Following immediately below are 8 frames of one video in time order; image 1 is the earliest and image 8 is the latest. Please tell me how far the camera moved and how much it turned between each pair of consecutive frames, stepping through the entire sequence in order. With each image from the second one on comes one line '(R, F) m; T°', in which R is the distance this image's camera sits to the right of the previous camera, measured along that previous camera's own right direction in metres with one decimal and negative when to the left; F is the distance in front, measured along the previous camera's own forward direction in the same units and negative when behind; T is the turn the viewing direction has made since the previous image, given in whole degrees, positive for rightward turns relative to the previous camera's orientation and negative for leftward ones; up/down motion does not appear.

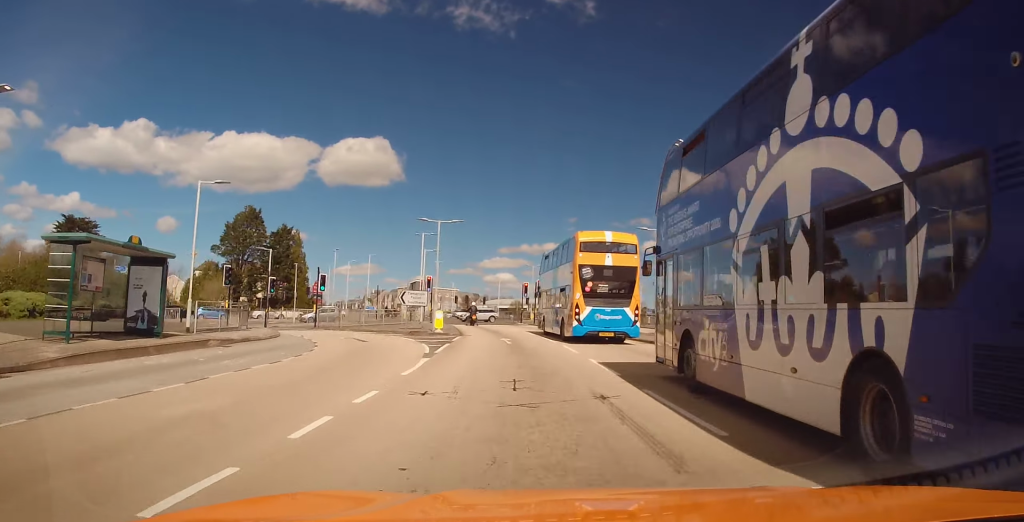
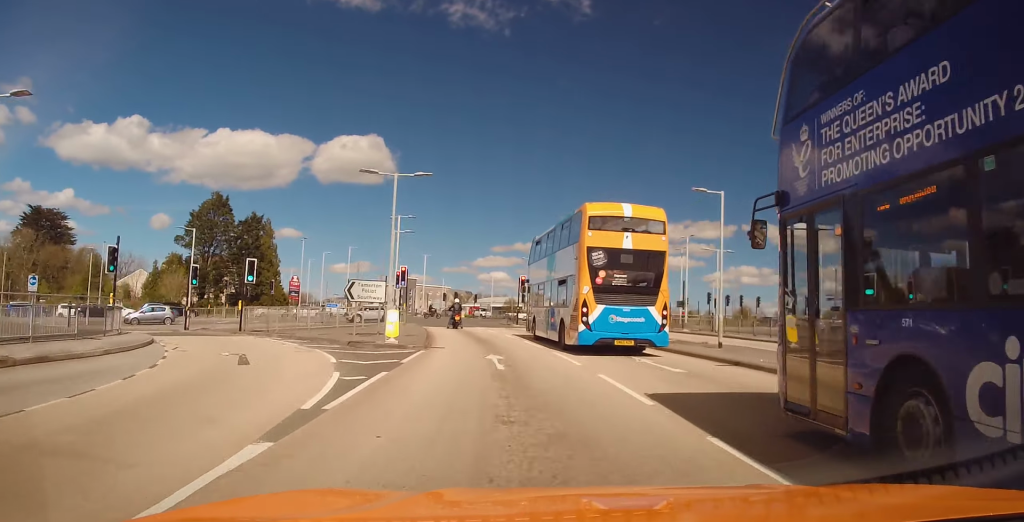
(0.0, +10.3) m; 0°
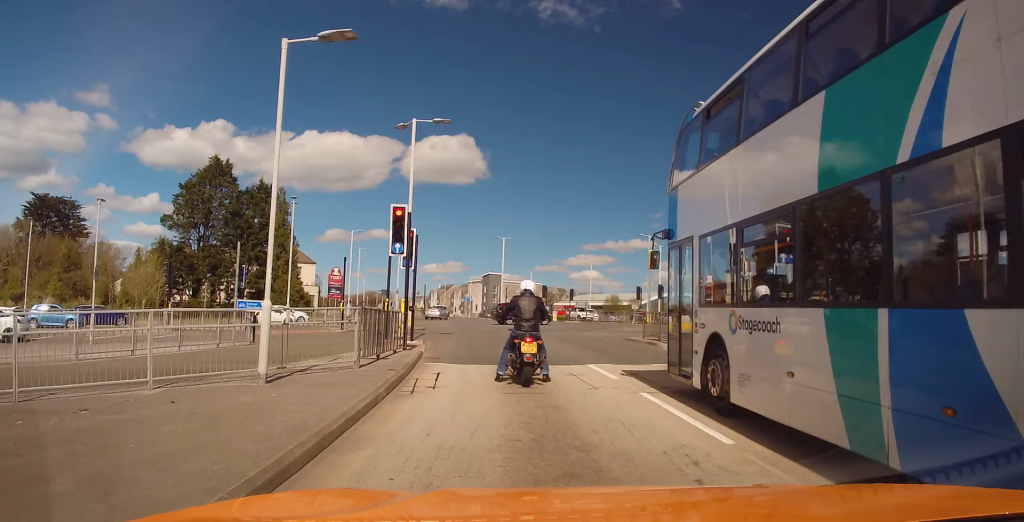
(-1.4, +26.9) m; -7°
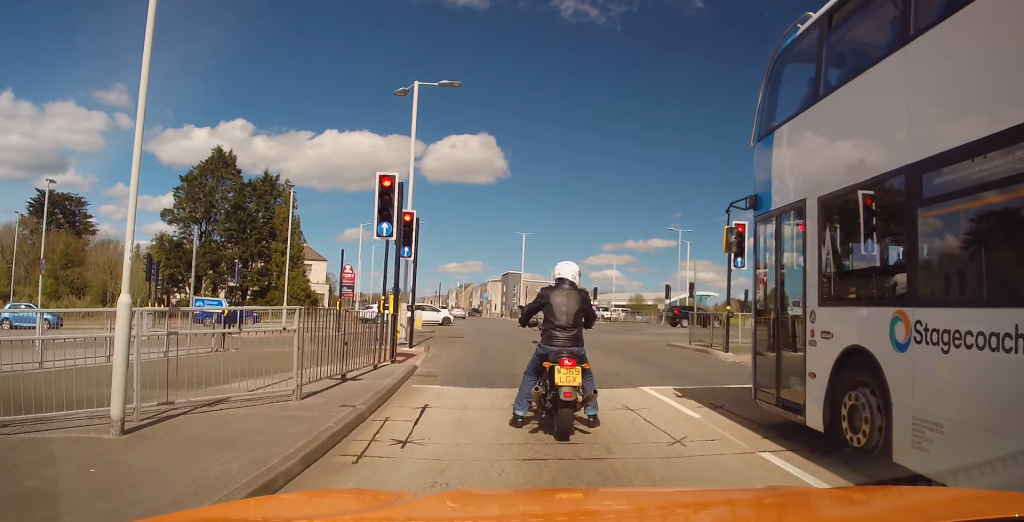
(0.0, +4.2) m; +4°
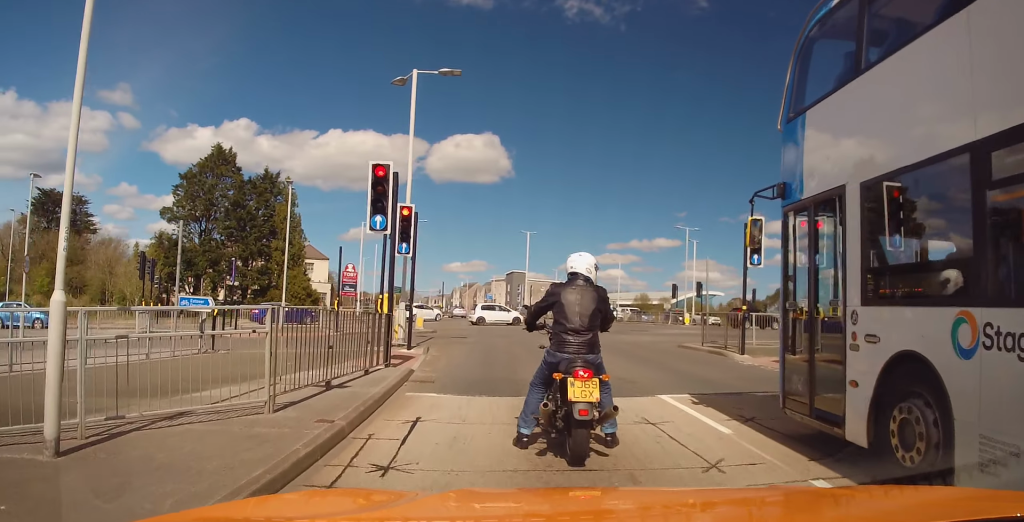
(0.0, +1.2) m; +2°
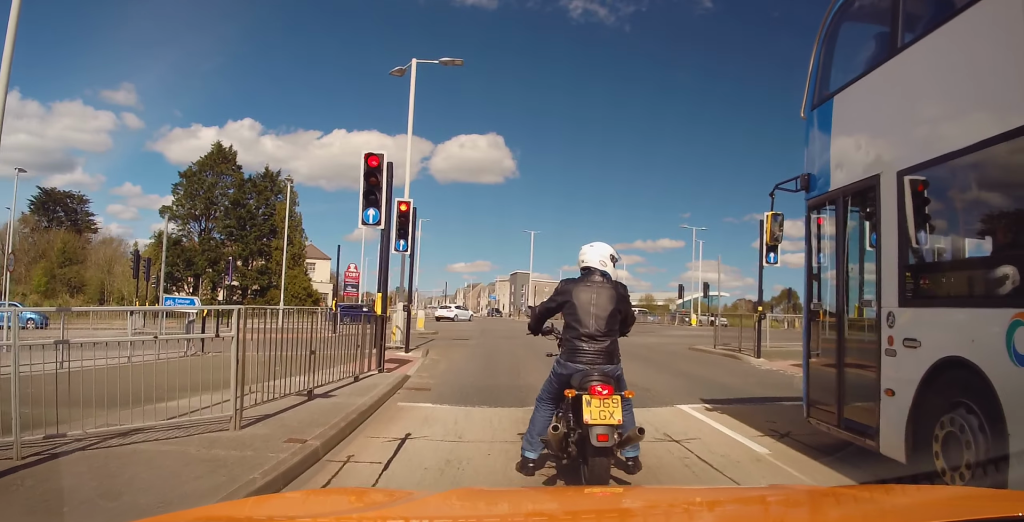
(+0.2, +1.0) m; 0°
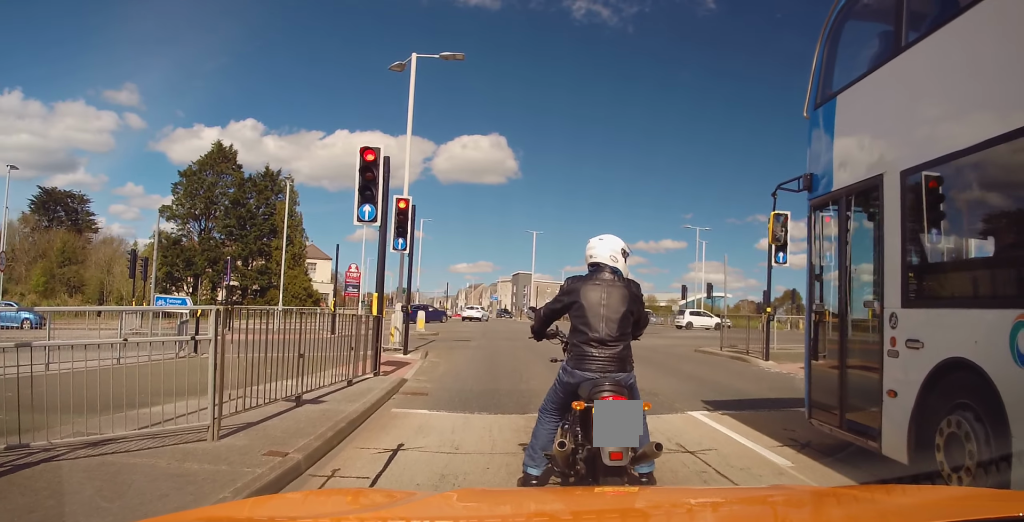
(0.0, +0.7) m; 0°
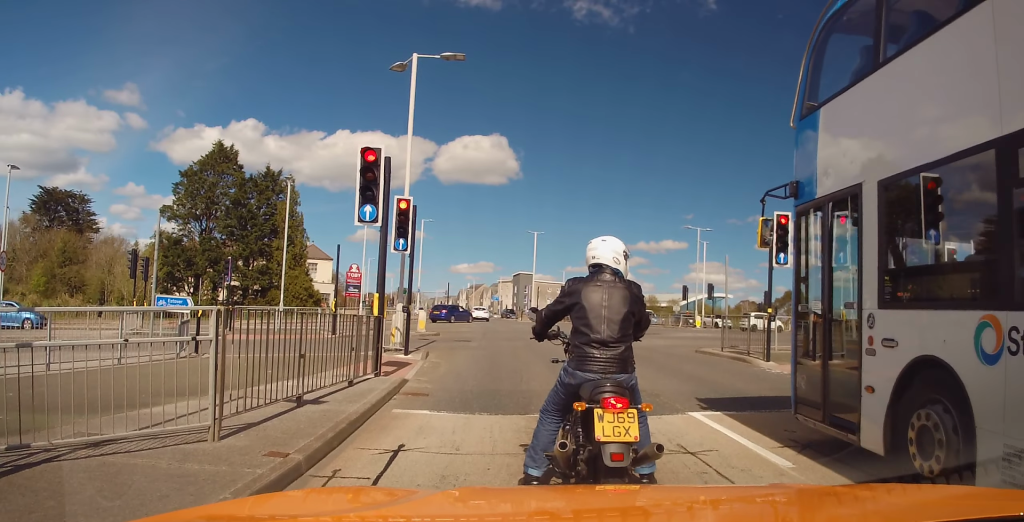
(-0.1, +0.2) m; 0°
